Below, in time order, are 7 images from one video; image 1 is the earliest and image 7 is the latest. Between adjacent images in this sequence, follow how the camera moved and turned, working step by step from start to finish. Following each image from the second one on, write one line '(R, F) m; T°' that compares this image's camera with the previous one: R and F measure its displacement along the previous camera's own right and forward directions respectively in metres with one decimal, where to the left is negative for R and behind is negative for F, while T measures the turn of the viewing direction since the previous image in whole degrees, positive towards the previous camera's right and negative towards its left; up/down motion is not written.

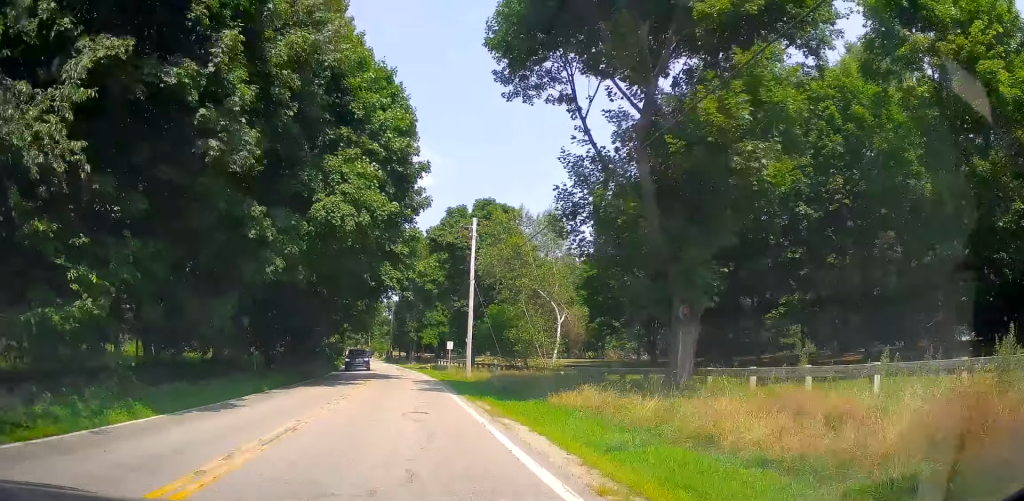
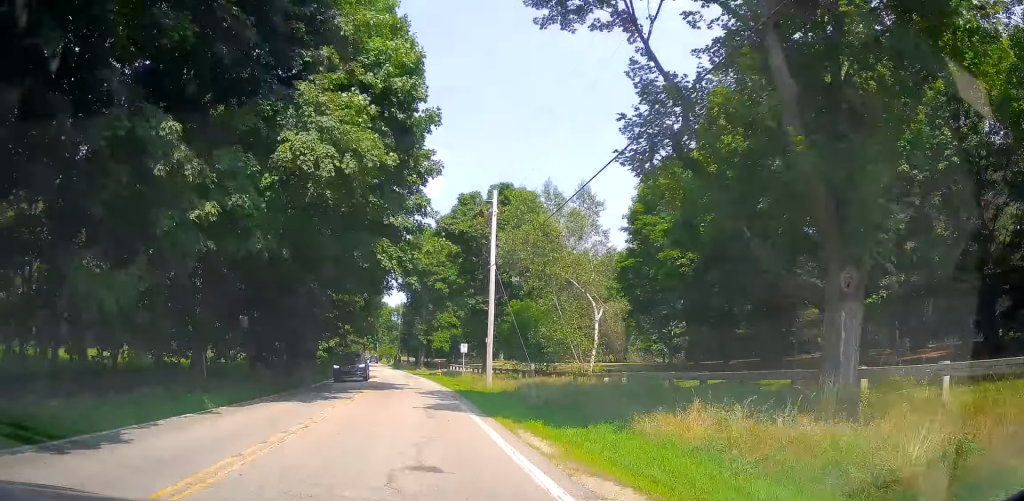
(0.0, +5.8) m; -1°
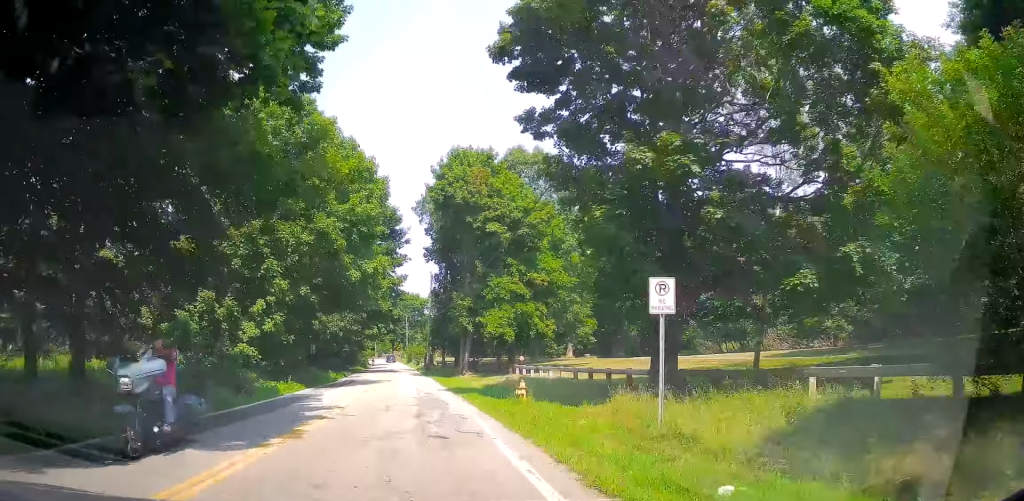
(-0.5, +30.3) m; -2°
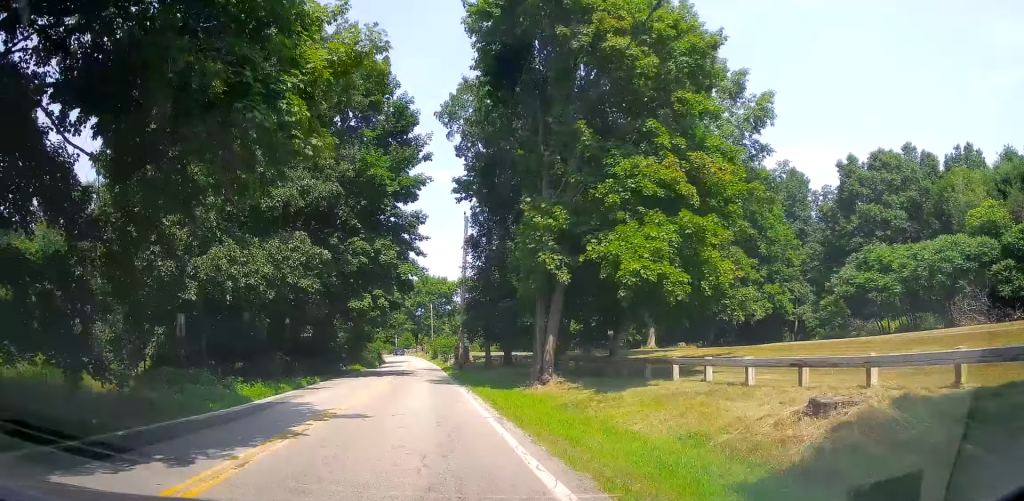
(-0.9, +23.5) m; -4°
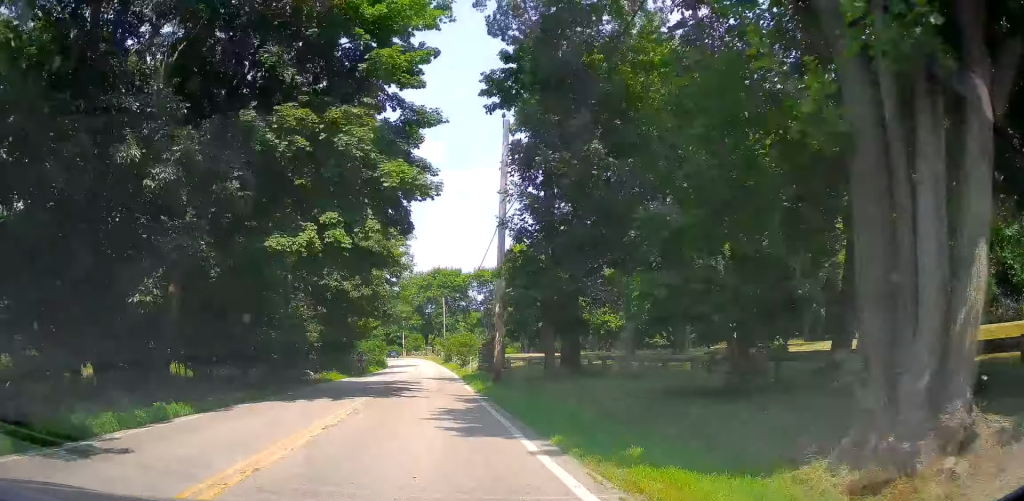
(-0.2, +16.2) m; 0°
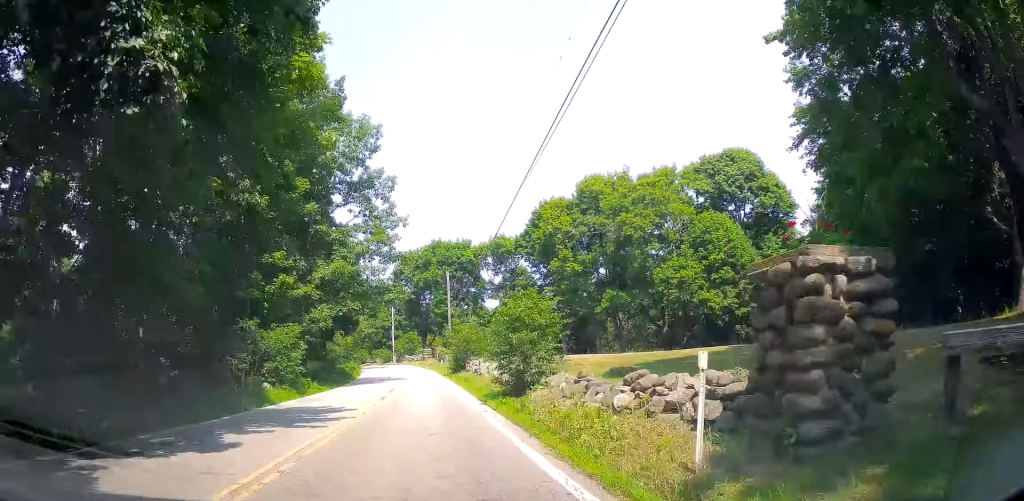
(+0.2, +31.2) m; -2°
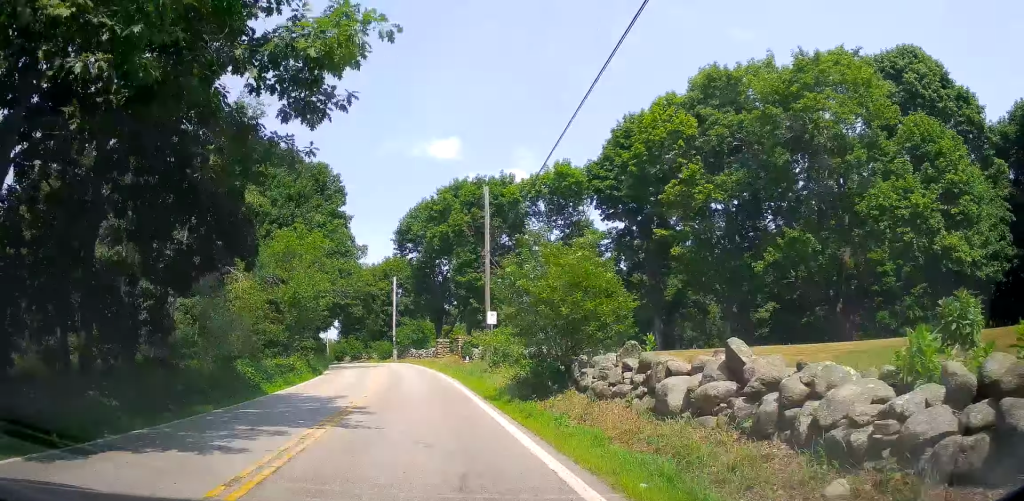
(-1.0, +28.6) m; -2°
